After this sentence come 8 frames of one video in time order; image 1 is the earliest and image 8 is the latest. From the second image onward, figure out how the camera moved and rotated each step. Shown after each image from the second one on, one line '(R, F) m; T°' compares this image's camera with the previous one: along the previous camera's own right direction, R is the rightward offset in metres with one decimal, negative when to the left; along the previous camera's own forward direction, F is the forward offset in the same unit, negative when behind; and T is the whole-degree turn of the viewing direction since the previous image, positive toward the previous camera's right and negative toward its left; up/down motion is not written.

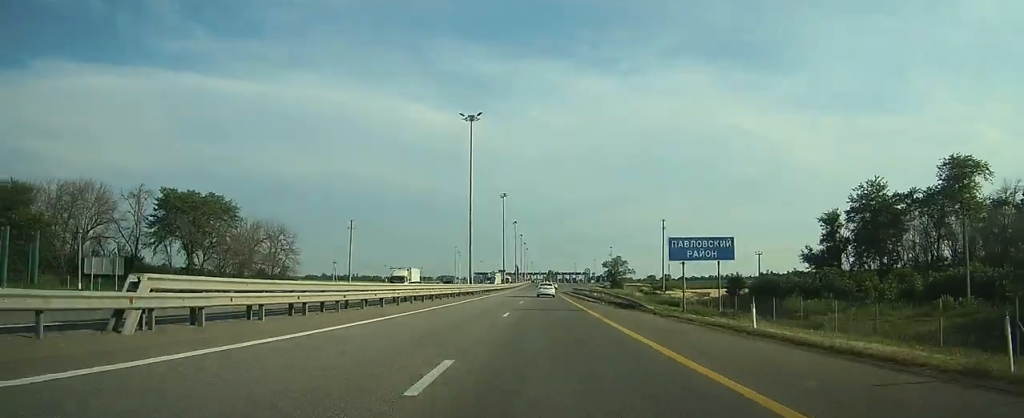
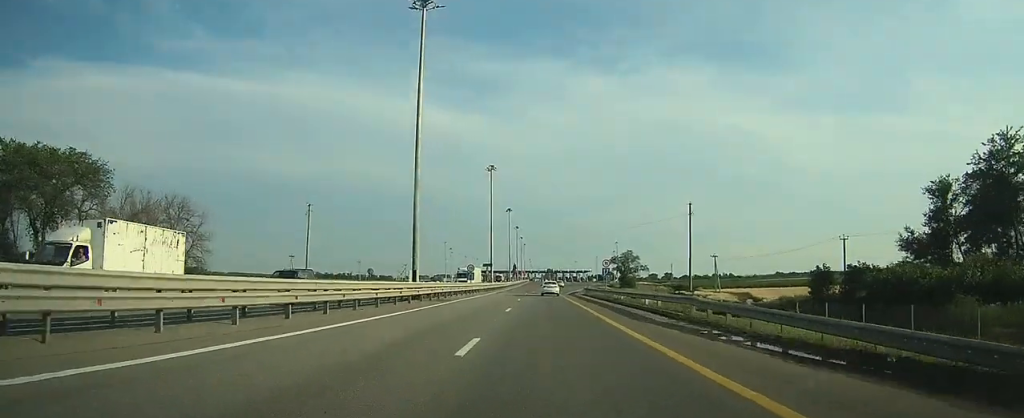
(0.0, +31.3) m; 0°
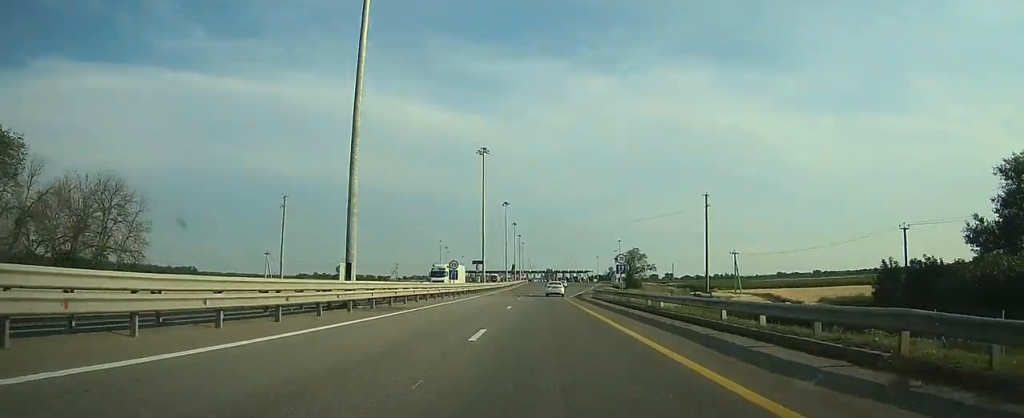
(0.0, +13.9) m; 0°
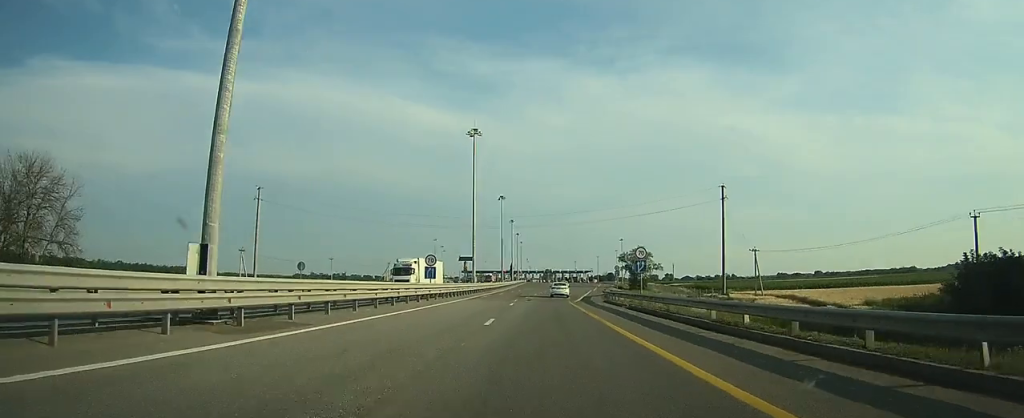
(0.0, +11.9) m; 0°
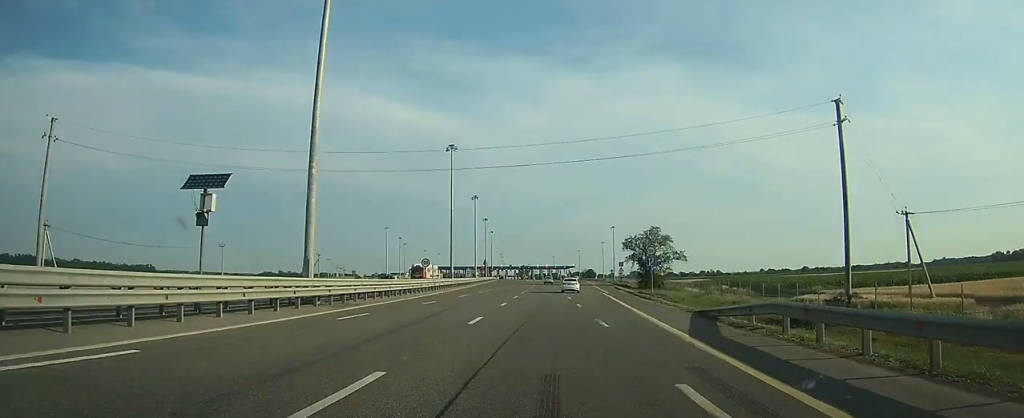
(0.0, +51.9) m; 0°
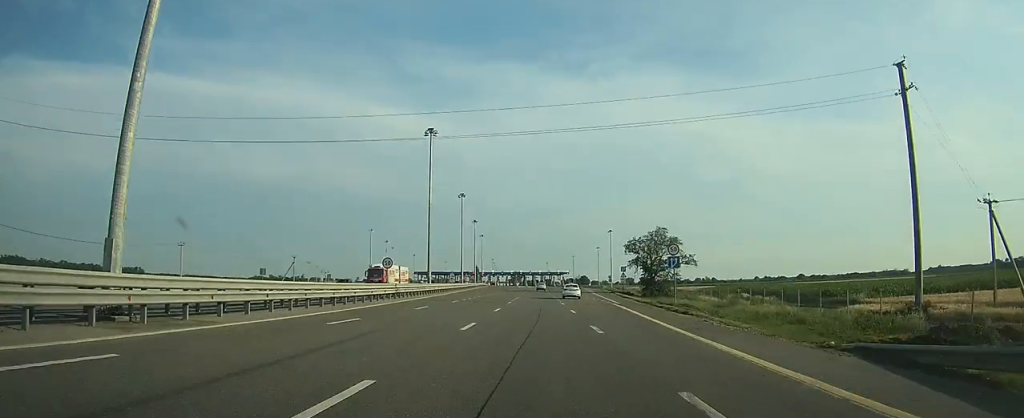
(+0.1, +13.0) m; 0°
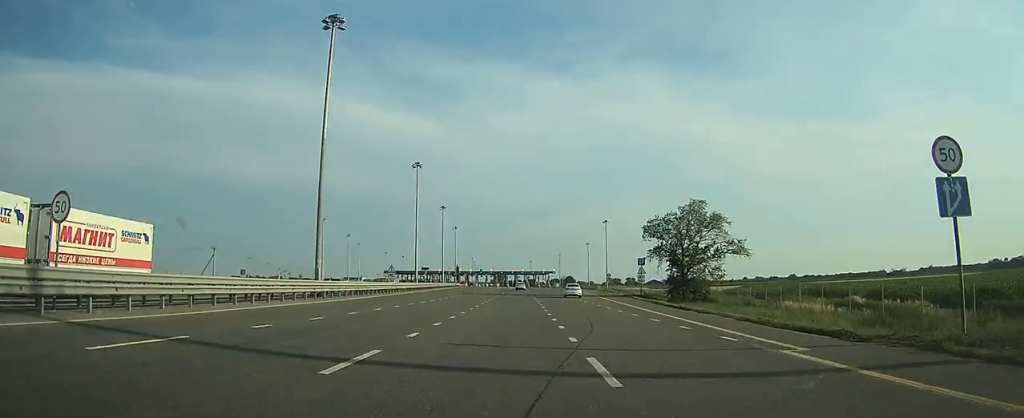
(+0.4, +34.0) m; +2°
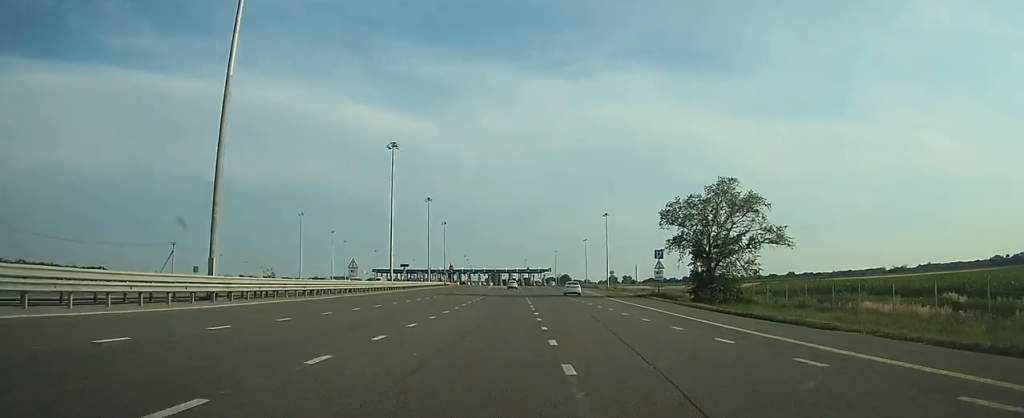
(+0.3, +13.5) m; +1°
